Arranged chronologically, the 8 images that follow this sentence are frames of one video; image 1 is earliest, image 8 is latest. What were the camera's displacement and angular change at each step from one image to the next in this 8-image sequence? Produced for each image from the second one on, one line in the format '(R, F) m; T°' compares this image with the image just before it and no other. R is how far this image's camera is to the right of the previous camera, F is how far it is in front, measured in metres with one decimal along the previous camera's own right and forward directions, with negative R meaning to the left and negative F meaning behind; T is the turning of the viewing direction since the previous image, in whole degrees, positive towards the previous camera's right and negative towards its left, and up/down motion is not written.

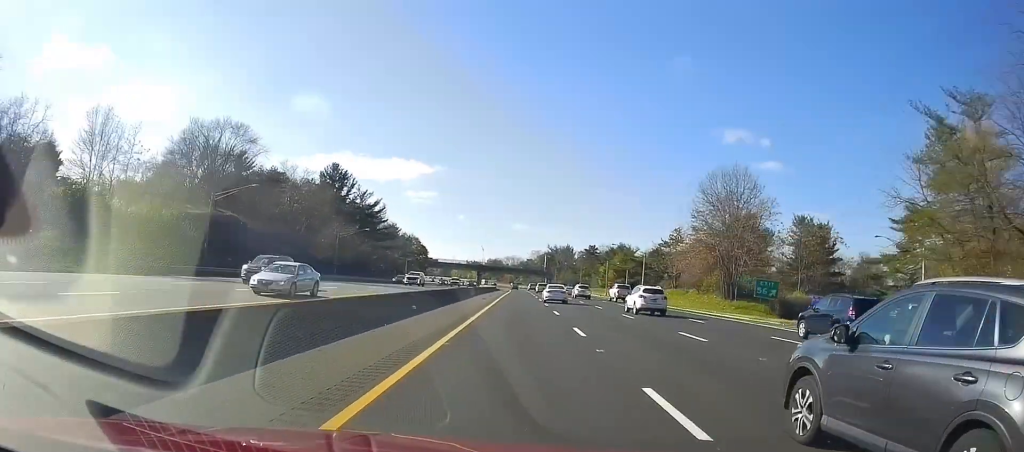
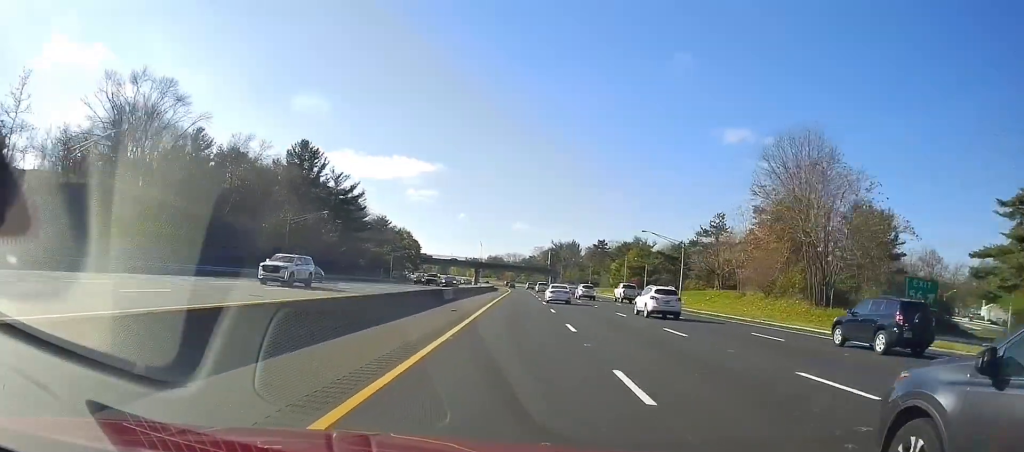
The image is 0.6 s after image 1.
(+0.3, +21.0) m; +1°
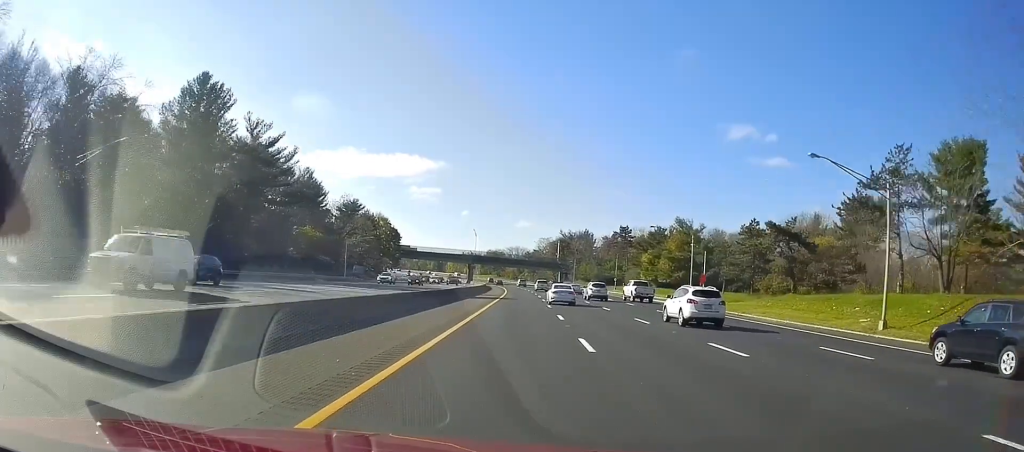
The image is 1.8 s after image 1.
(+0.4, +40.1) m; 0°
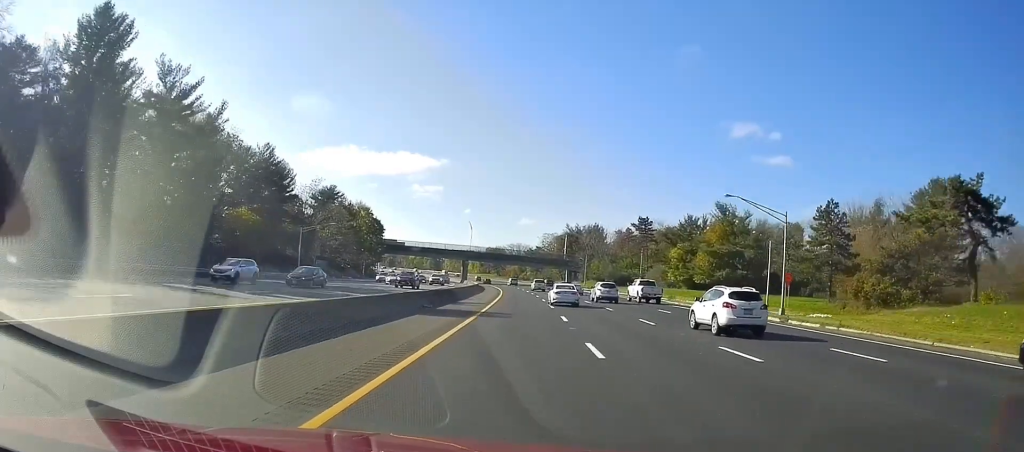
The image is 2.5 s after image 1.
(-0.2, +23.5) m; 0°
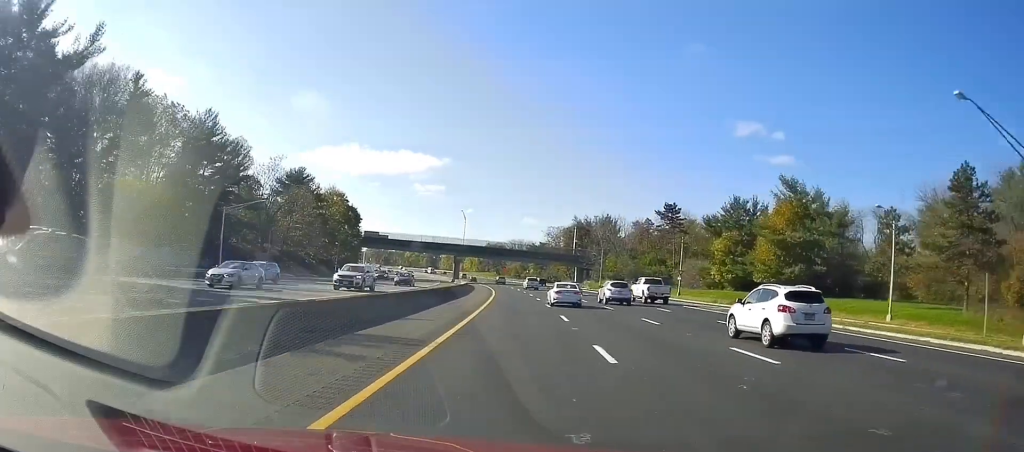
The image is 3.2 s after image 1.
(-0.2, +23.6) m; 0°
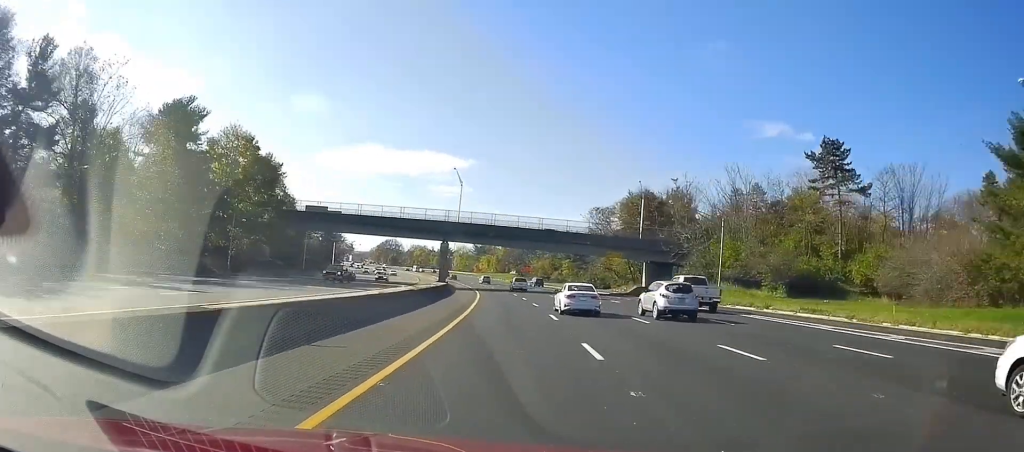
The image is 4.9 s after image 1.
(+0.1, +55.6) m; -2°
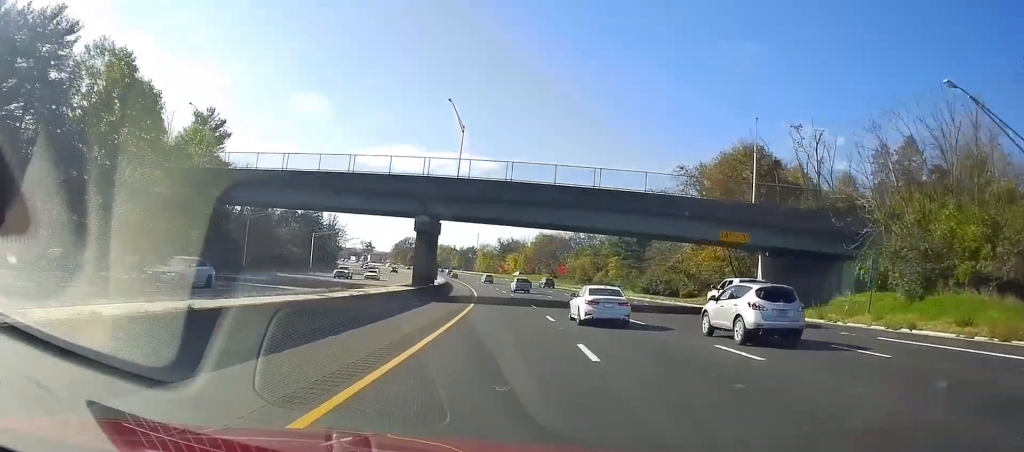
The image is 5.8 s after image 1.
(-0.9, +33.5) m; -2°
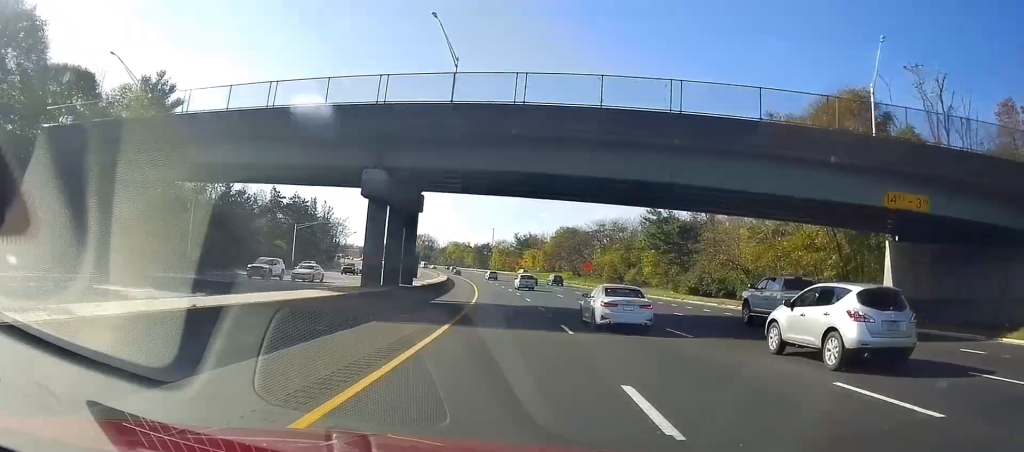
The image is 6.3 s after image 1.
(-0.1, +17.4) m; -1°
